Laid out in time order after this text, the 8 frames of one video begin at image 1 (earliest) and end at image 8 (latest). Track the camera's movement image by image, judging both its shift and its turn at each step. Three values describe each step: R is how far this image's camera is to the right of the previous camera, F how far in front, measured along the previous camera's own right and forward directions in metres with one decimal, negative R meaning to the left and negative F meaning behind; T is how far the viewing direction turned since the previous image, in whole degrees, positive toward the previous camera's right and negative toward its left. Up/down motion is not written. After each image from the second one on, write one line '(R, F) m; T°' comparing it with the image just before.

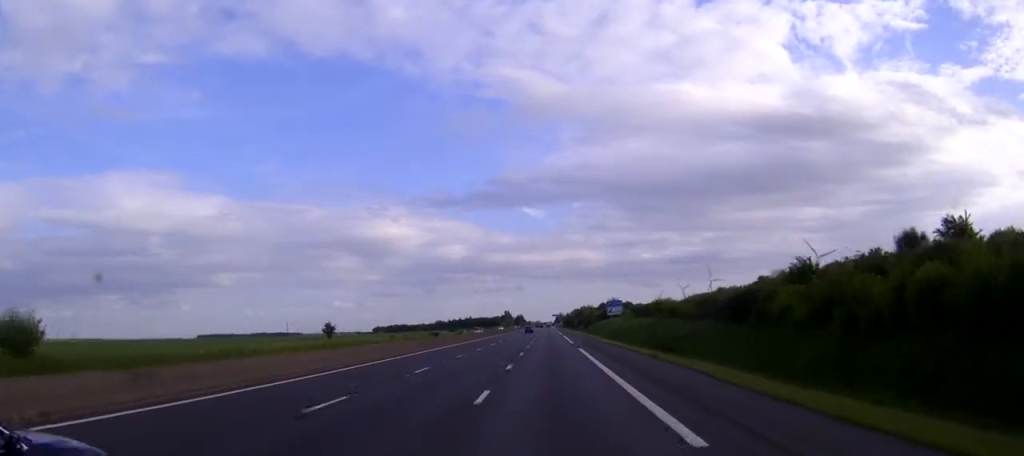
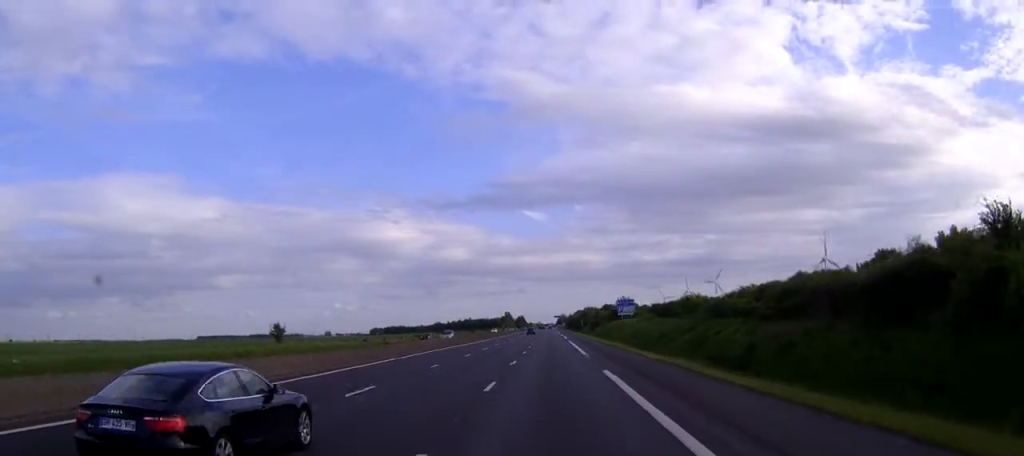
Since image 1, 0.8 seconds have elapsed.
(0.0, +22.6) m; 0°
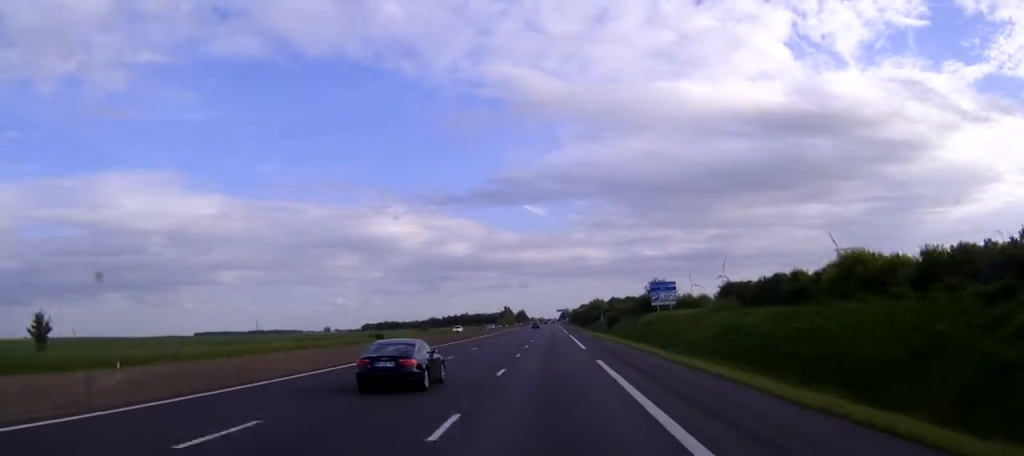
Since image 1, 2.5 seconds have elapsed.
(-0.1, +48.0) m; 0°
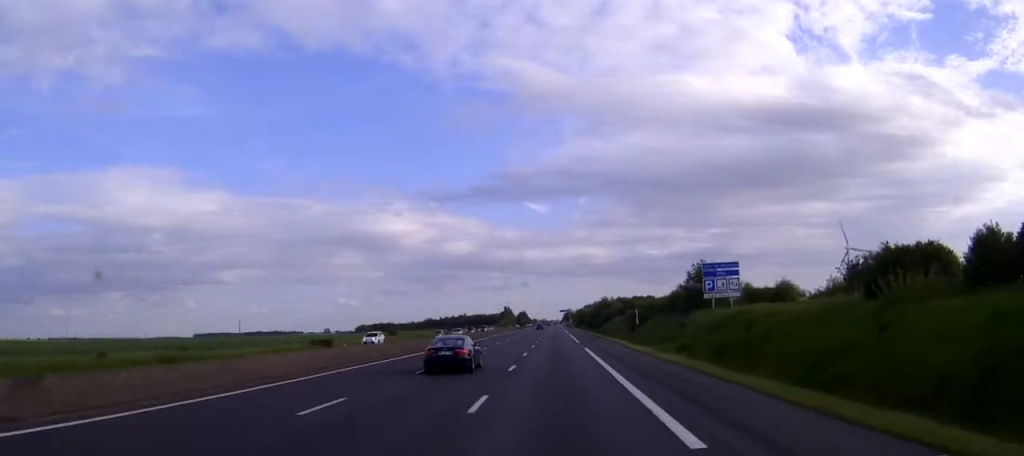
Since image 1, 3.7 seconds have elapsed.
(-0.1, +33.9) m; 0°
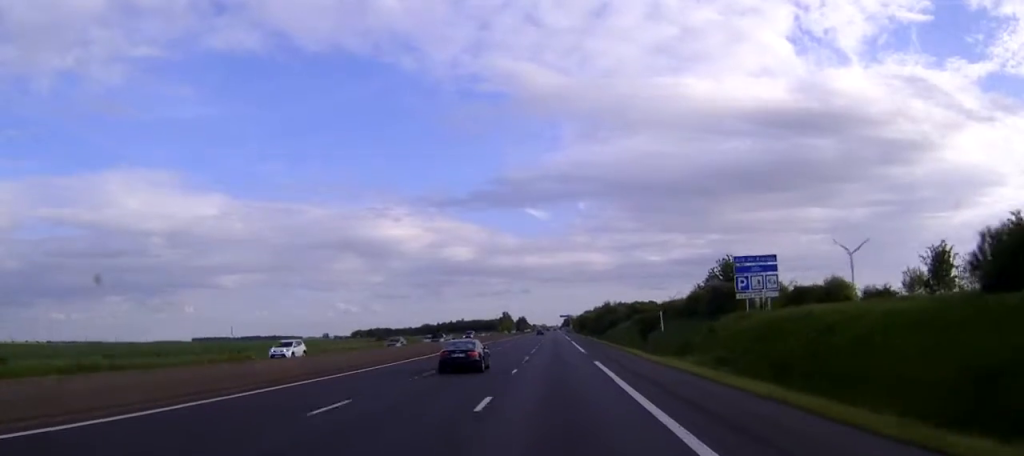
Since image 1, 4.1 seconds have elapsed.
(0.0, +12.2) m; 0°
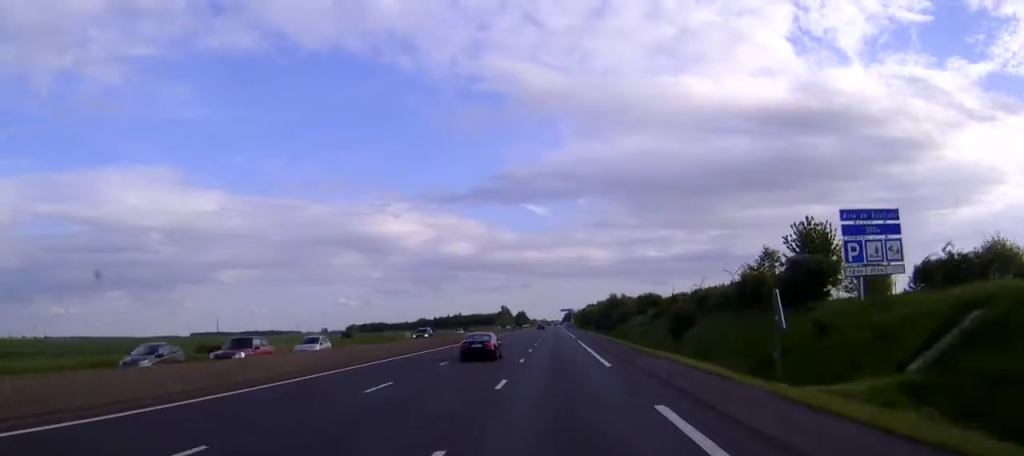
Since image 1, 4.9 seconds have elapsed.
(0.0, +21.7) m; 0°
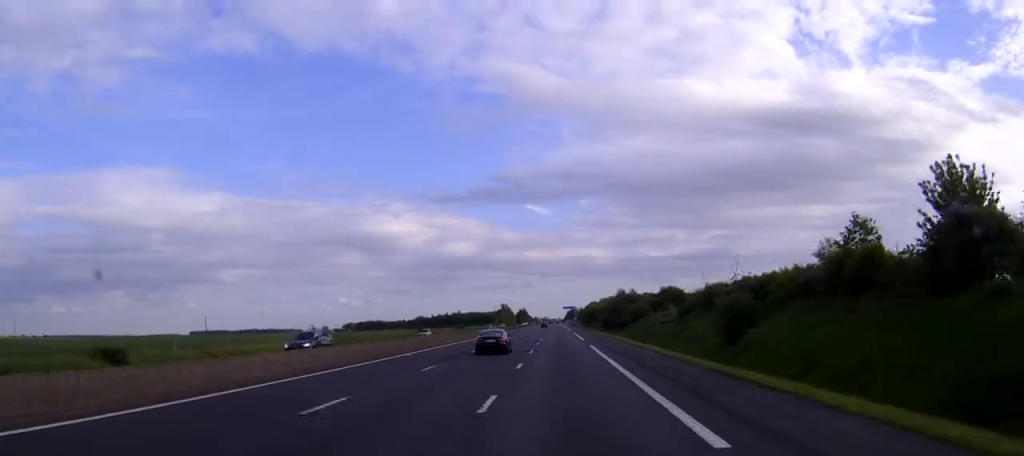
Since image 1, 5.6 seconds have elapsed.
(0.0, +18.8) m; 0°
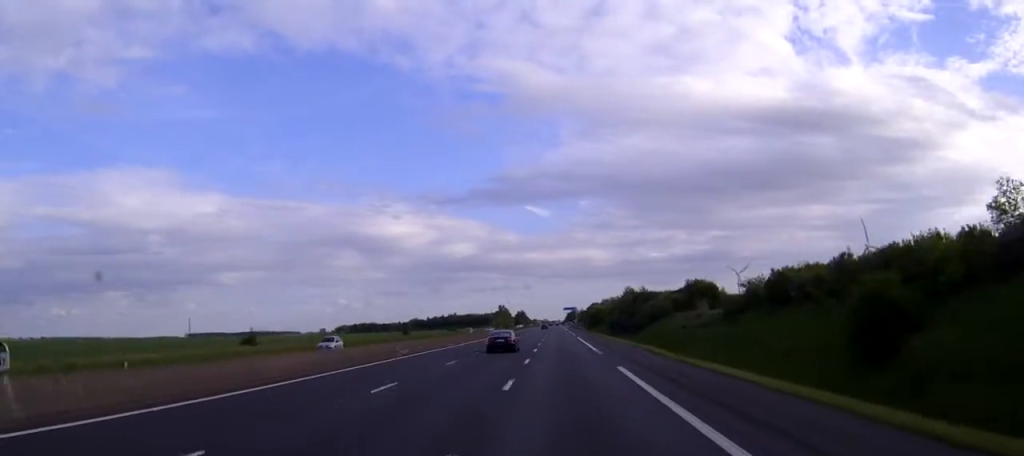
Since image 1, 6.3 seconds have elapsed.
(0.0, +20.7) m; 0°
